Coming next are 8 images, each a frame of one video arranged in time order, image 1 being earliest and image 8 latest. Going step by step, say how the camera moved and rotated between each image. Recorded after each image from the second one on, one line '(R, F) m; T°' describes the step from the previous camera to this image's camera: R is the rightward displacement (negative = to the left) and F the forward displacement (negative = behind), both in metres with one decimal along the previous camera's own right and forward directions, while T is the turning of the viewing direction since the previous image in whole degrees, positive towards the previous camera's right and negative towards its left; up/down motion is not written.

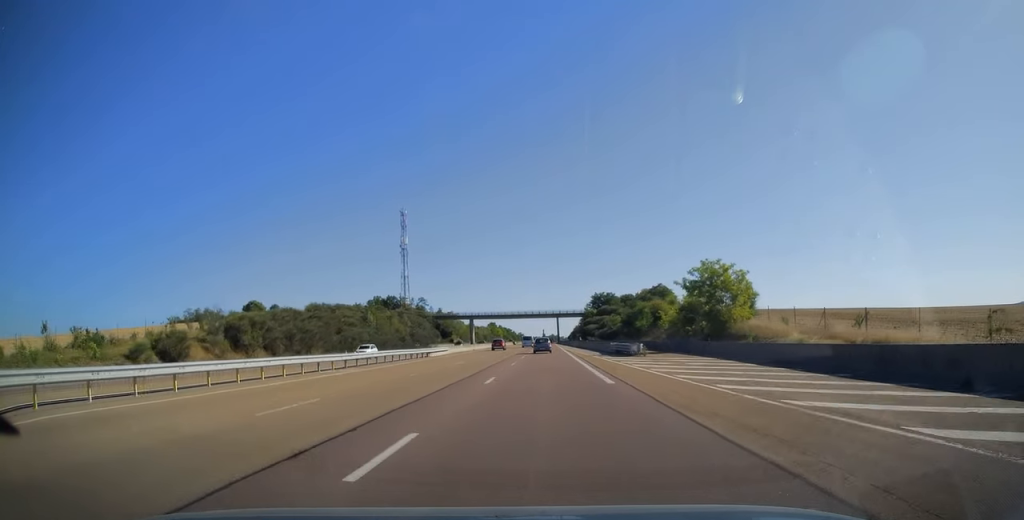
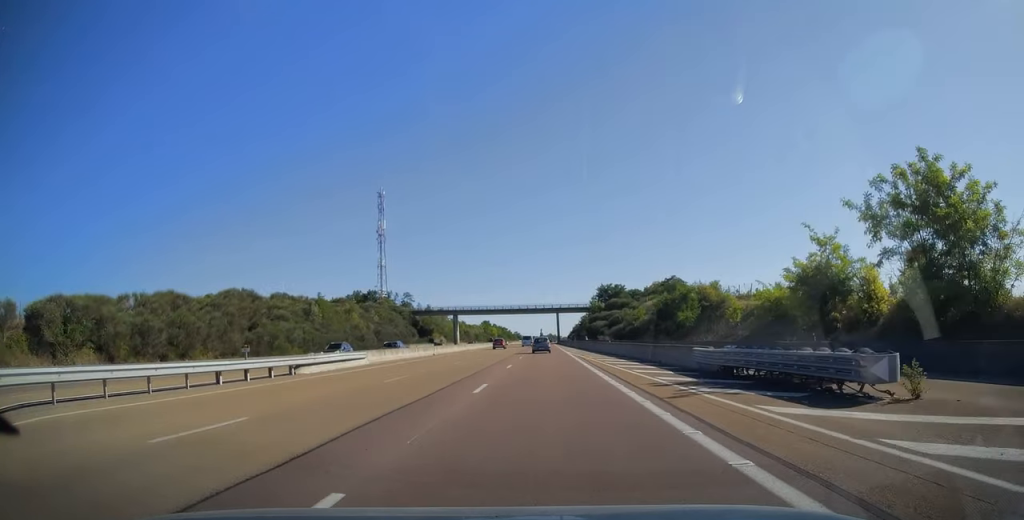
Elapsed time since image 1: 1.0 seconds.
(0.0, +29.3) m; 0°
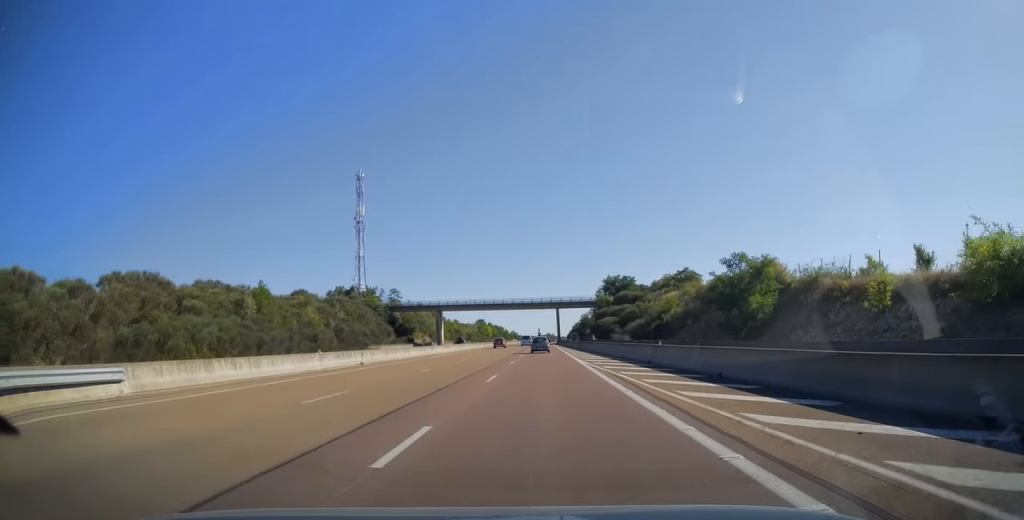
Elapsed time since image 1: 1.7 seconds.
(0.0, +21.8) m; 0°
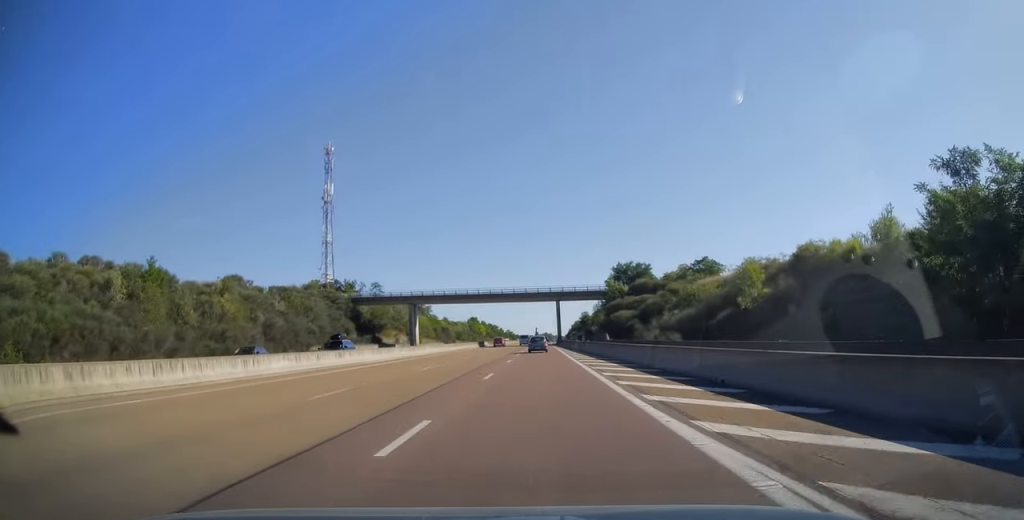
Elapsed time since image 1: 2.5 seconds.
(0.0, +25.3) m; 0°
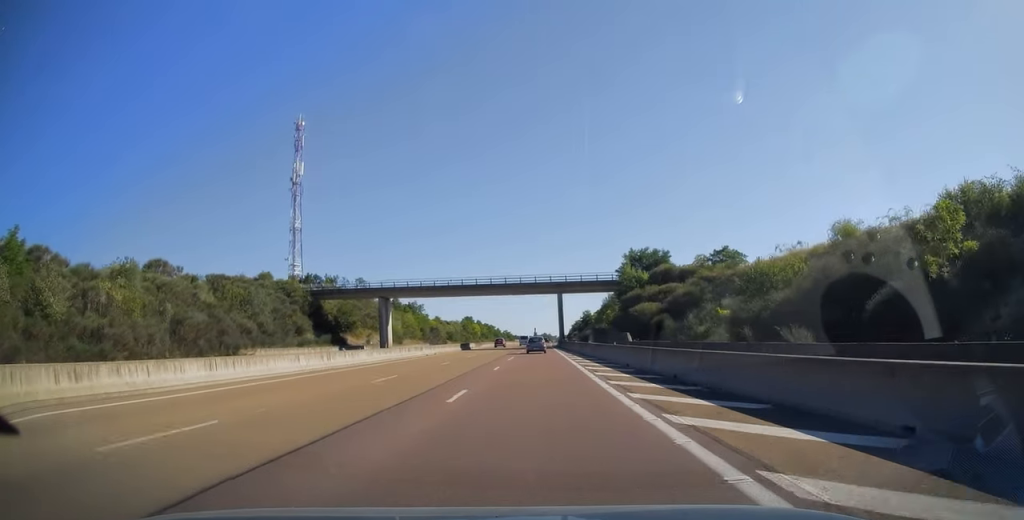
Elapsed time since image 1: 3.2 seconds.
(0.0, +19.8) m; 0°
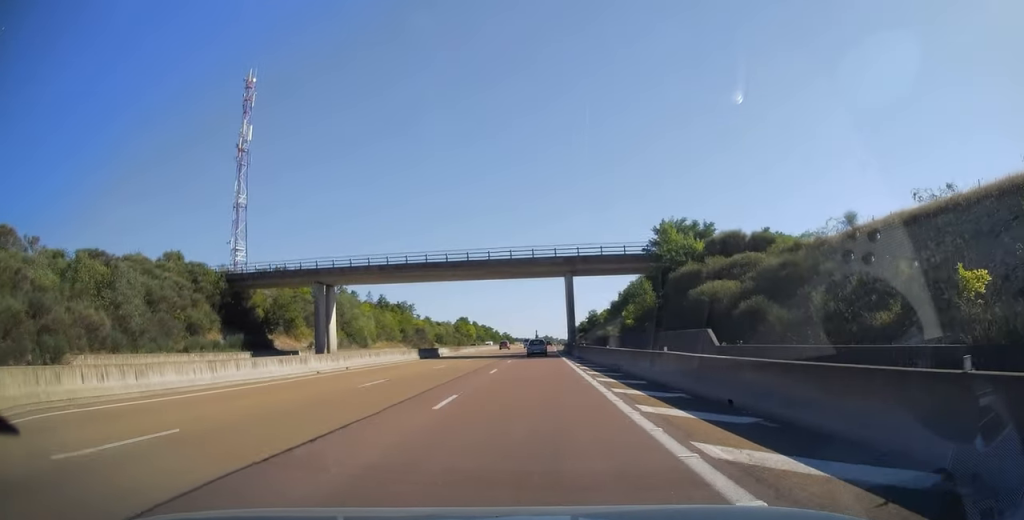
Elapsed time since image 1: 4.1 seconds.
(0.0, +26.8) m; 0°
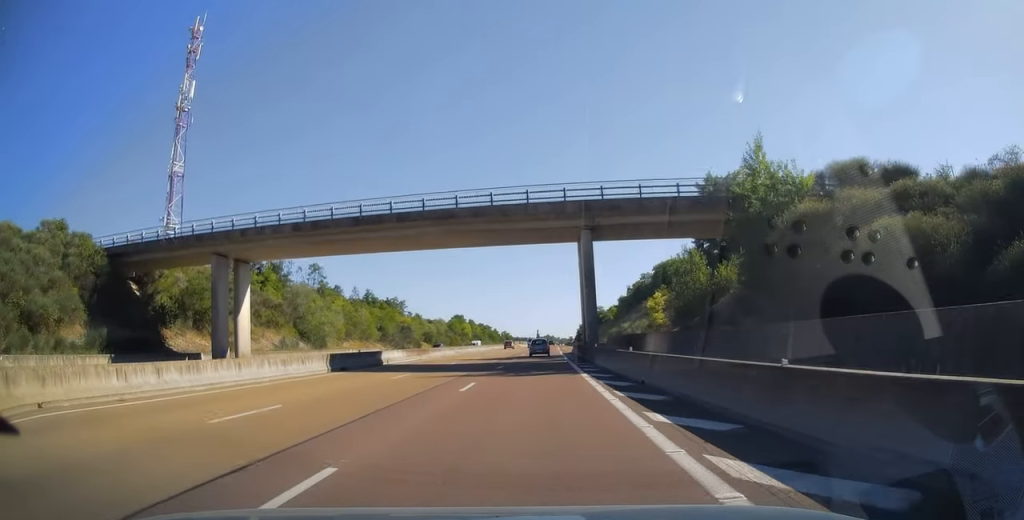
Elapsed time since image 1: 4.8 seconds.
(+0.1, +21.8) m; 0°
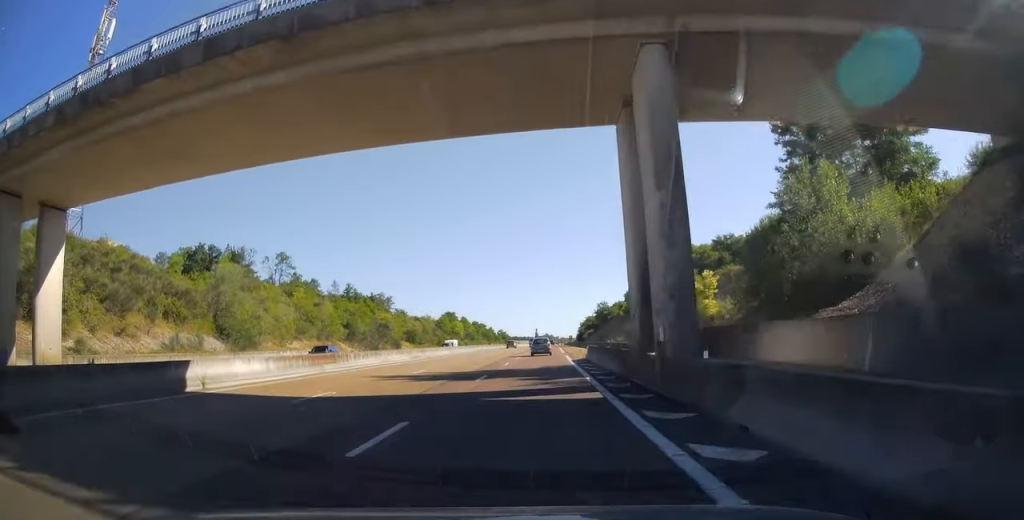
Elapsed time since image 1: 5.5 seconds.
(0.0, +22.3) m; 0°
